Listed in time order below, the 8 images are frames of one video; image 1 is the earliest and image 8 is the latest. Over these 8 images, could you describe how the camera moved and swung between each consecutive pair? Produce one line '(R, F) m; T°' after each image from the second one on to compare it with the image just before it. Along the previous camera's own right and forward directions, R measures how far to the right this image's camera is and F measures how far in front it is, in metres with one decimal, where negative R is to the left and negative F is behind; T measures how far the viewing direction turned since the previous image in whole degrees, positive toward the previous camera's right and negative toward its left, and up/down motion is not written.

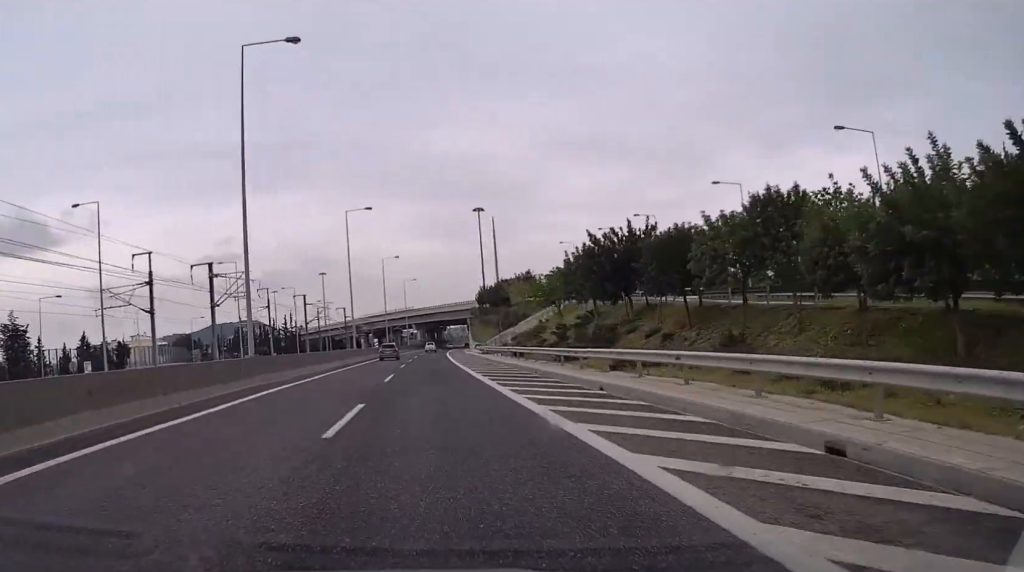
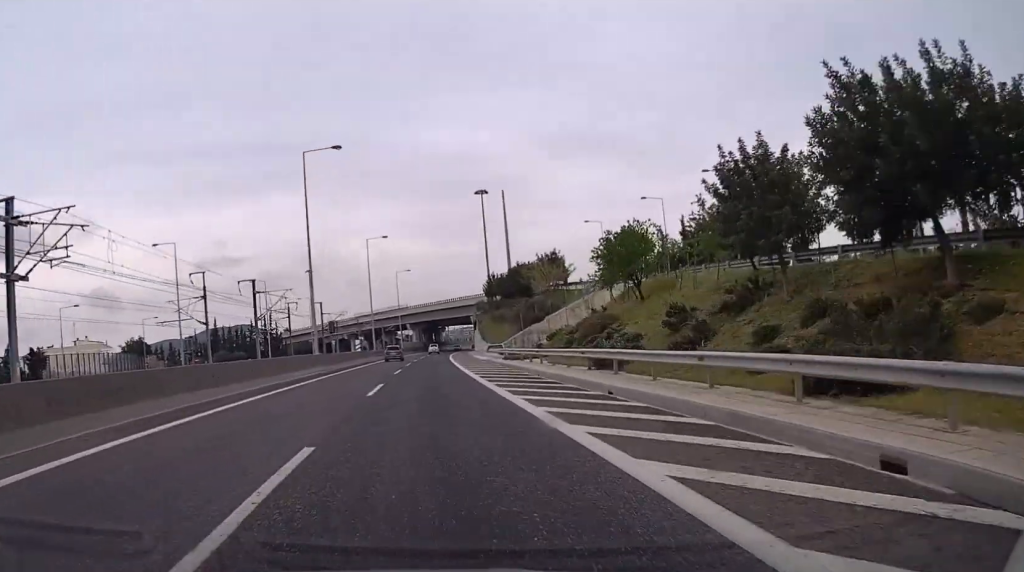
(0.0, +25.7) m; 0°
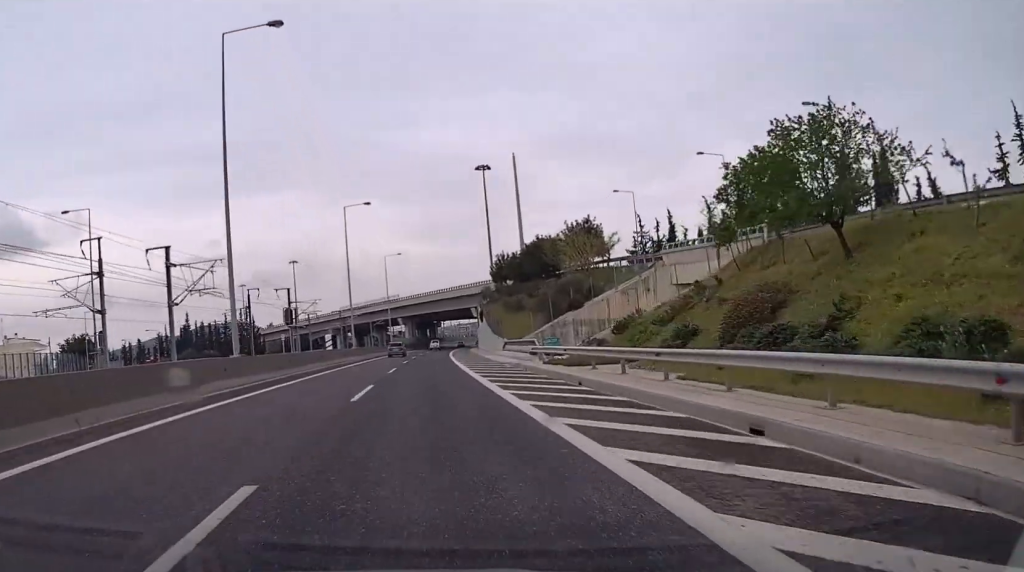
(0.0, +20.9) m; 0°
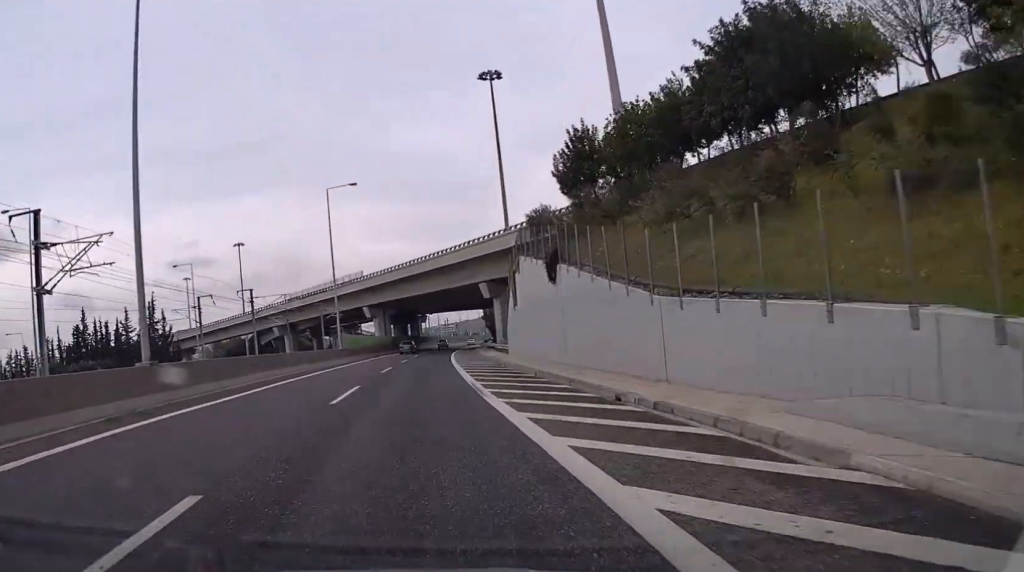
(+0.5, +54.8) m; +1°
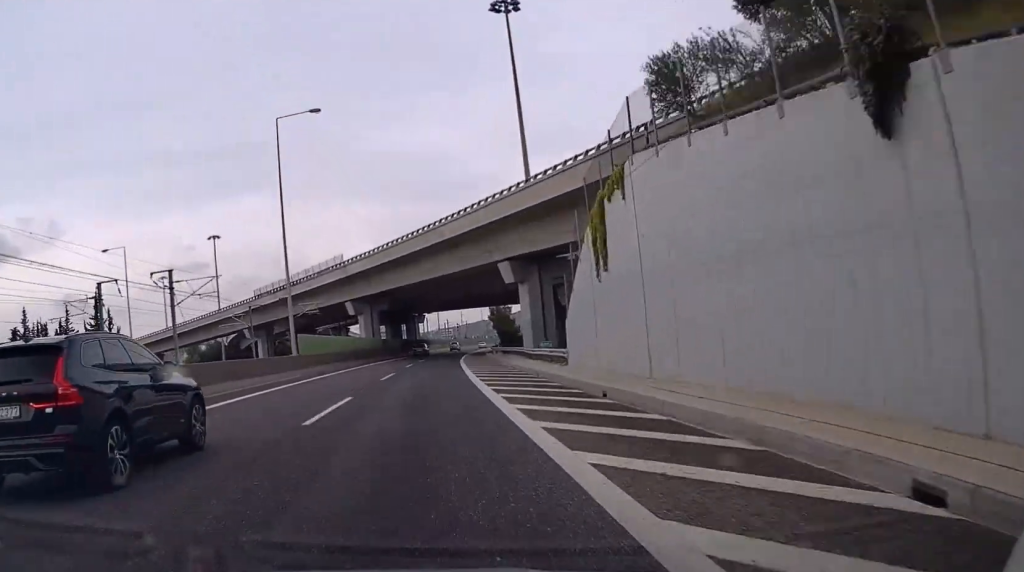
(+0.2, +22.8) m; 0°
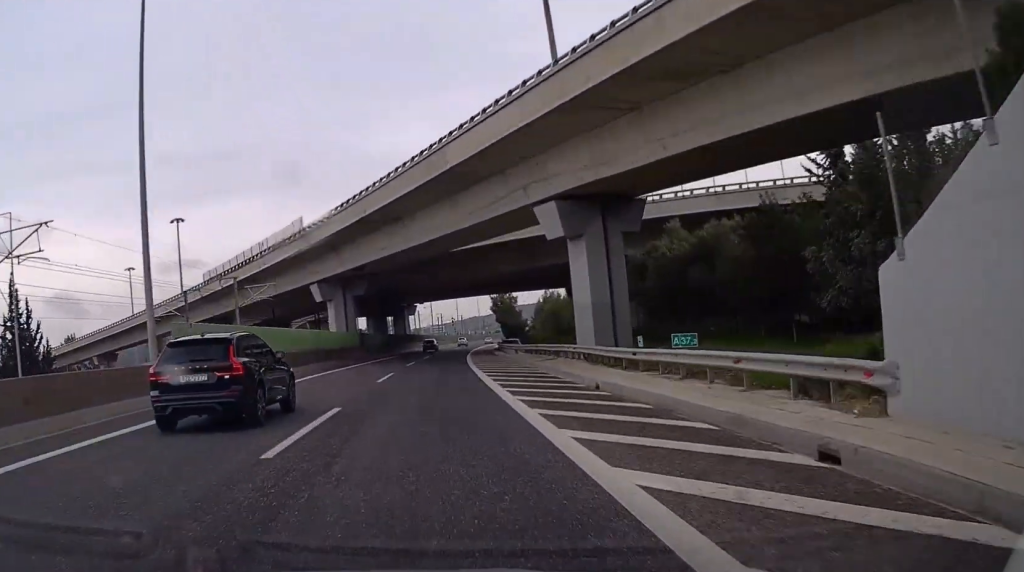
(+0.1, +22.8) m; 0°
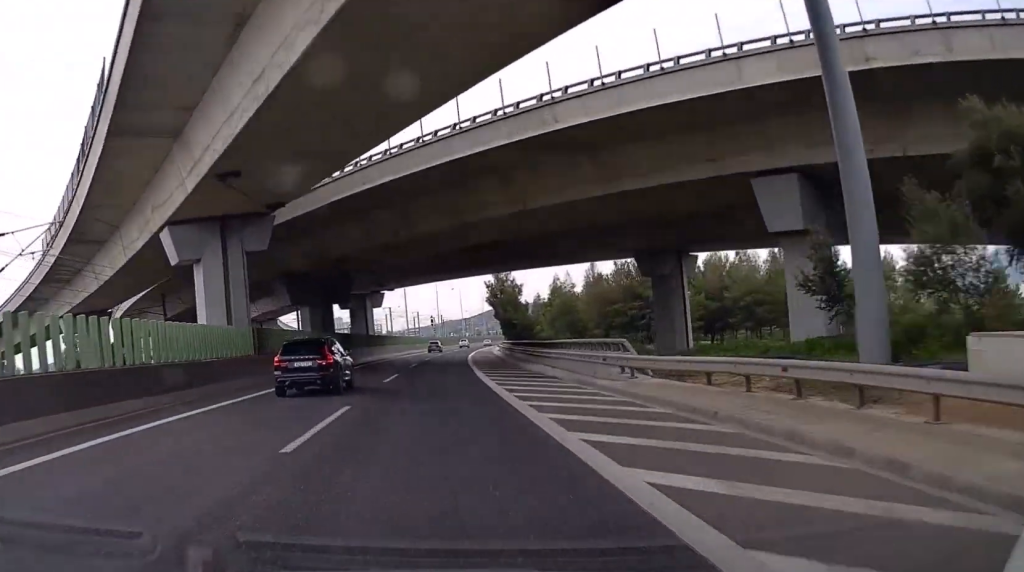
(+0.2, +34.7) m; +1°
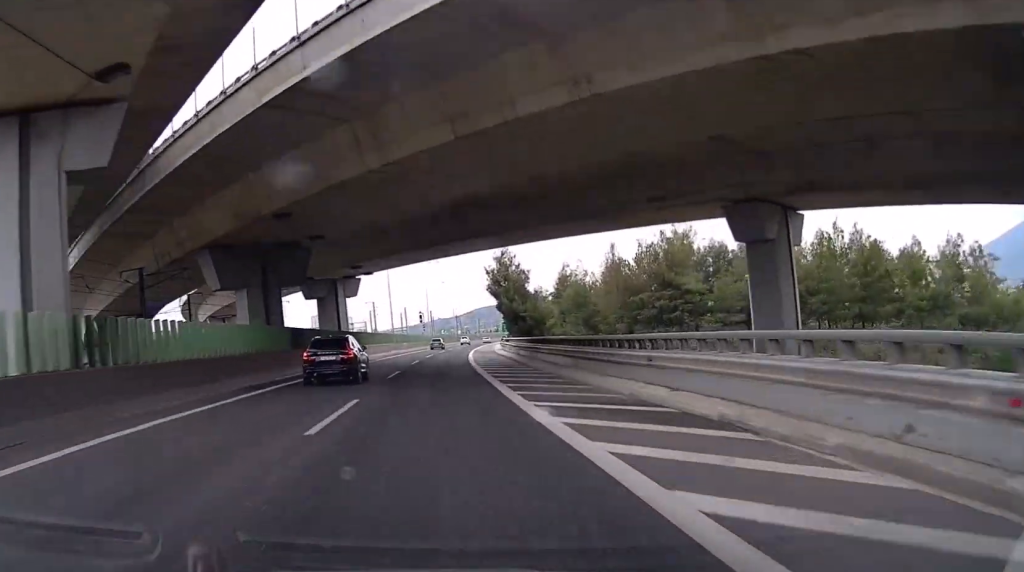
(+0.1, +16.8) m; 0°
